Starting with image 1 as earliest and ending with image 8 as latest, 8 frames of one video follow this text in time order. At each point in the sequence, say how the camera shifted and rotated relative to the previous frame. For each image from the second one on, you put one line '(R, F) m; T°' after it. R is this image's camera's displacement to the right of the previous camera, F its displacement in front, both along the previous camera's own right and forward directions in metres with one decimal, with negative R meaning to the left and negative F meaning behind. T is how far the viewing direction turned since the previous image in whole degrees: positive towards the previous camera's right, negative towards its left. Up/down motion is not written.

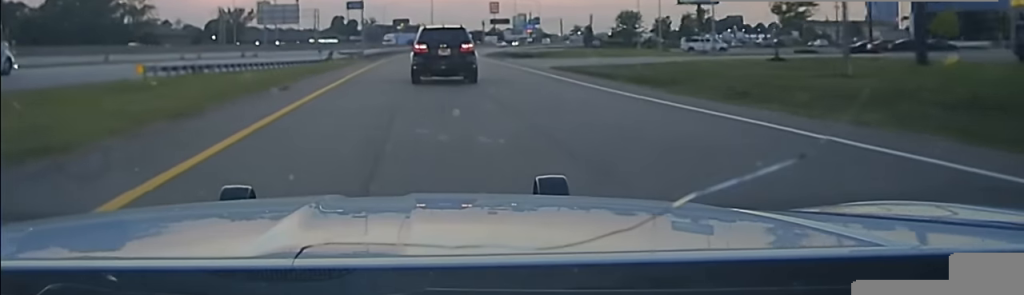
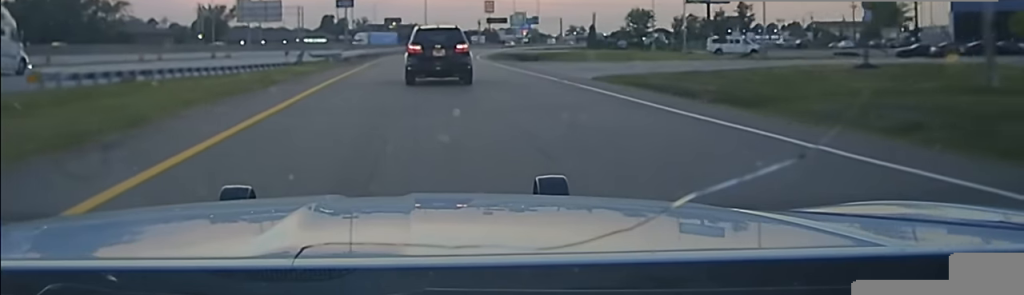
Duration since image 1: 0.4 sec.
(+0.1, +13.0) m; +1°
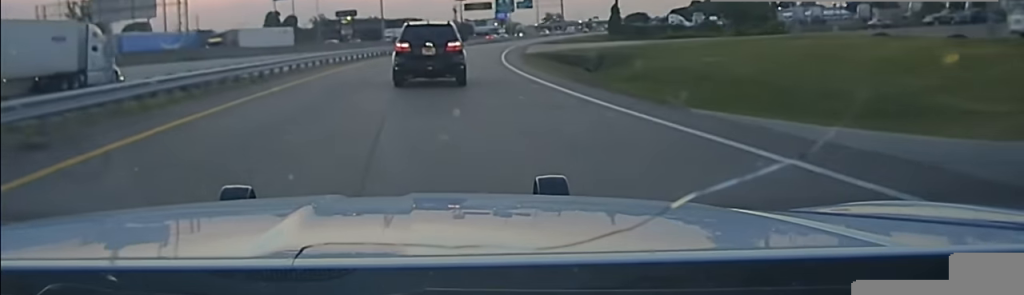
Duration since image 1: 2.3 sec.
(+1.0, +56.0) m; +3°
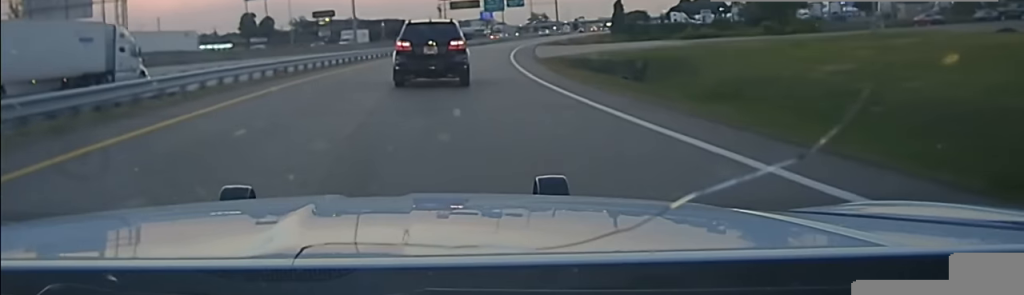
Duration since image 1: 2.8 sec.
(+0.4, +14.1) m; +2°
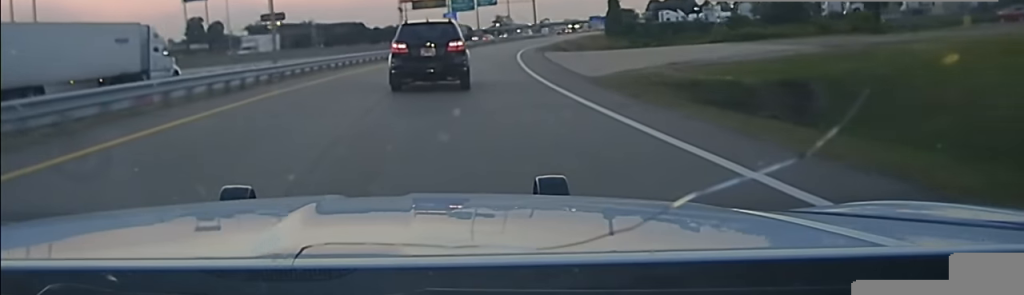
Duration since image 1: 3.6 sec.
(+0.6, +21.5) m; +3°
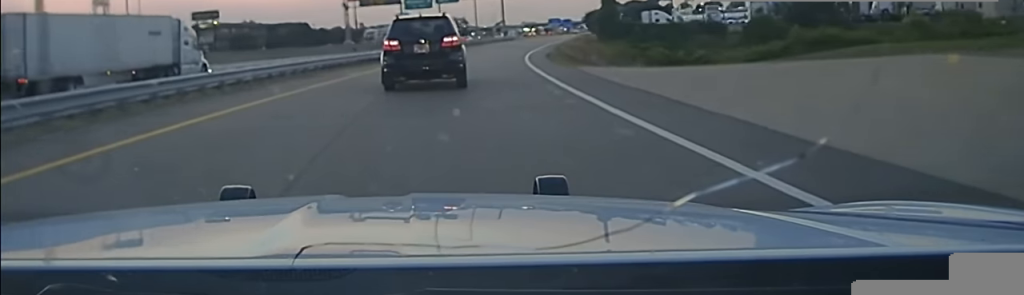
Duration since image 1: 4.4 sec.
(+0.6, +21.9) m; +3°
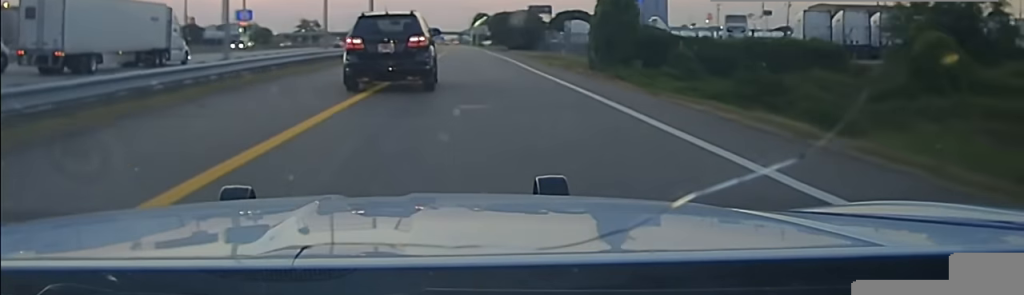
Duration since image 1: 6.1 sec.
(+3.4, +53.8) m; +8°
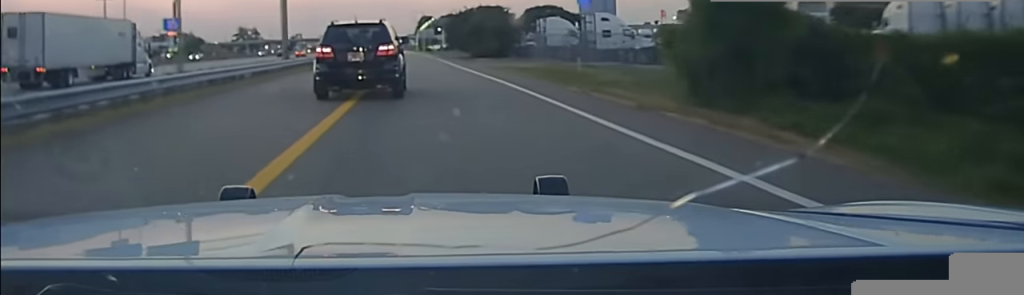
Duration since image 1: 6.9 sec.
(+0.6, +23.6) m; +2°
